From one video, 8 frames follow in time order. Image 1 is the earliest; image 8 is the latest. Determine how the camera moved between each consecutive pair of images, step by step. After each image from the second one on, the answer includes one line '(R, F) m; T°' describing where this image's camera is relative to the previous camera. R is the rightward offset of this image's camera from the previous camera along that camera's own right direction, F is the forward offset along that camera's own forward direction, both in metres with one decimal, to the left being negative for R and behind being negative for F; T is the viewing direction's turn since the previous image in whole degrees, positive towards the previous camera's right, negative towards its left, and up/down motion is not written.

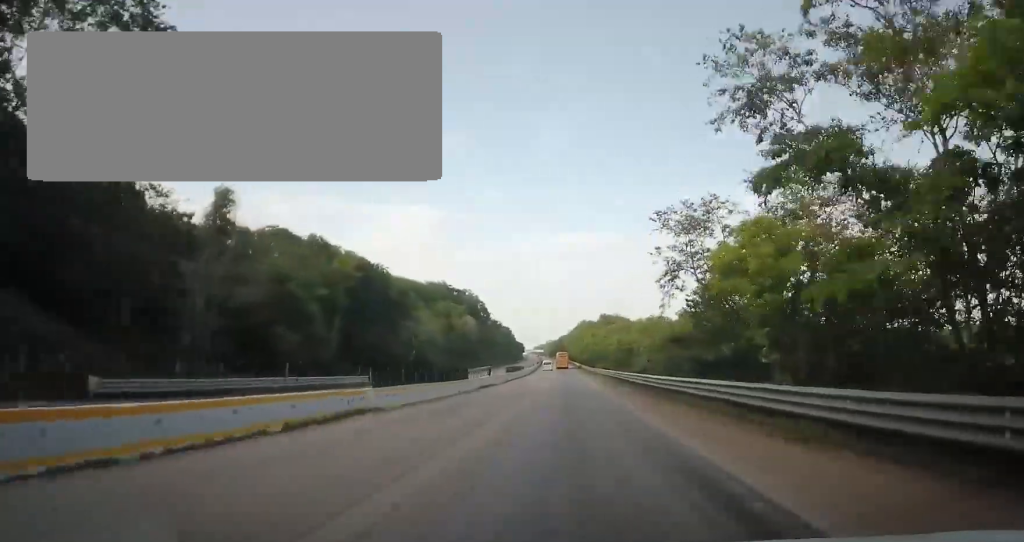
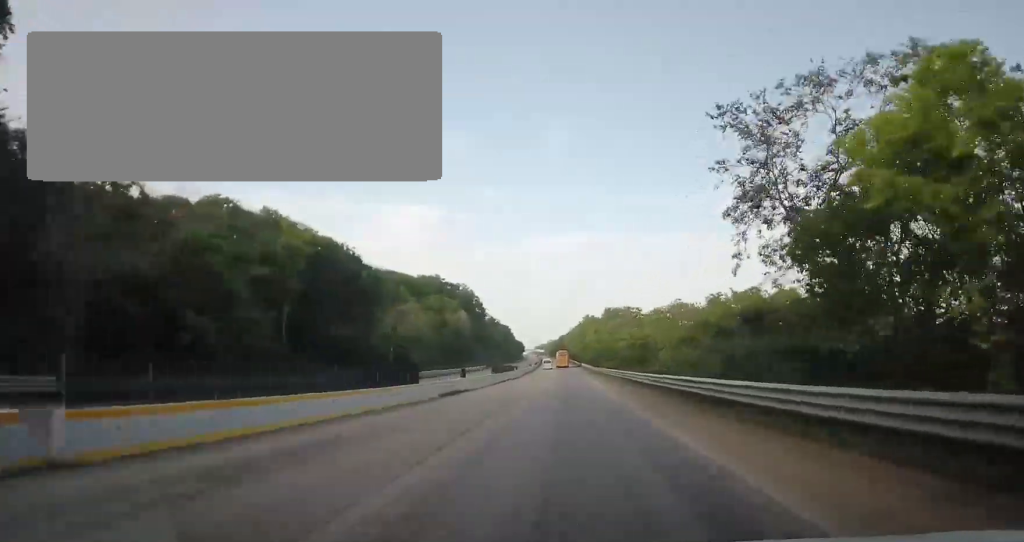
(+0.2, +13.4) m; 0°
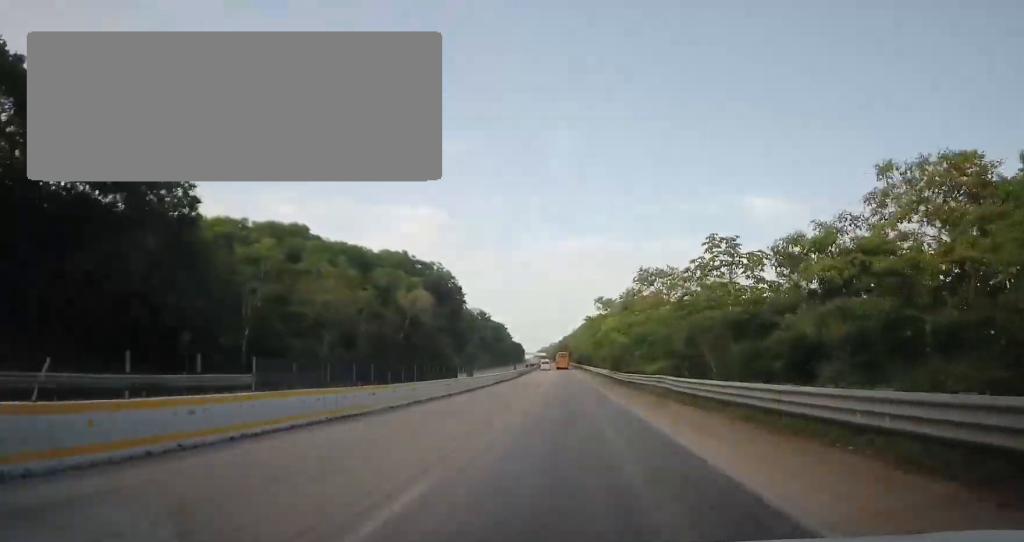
(+0.1, +40.9) m; -1°
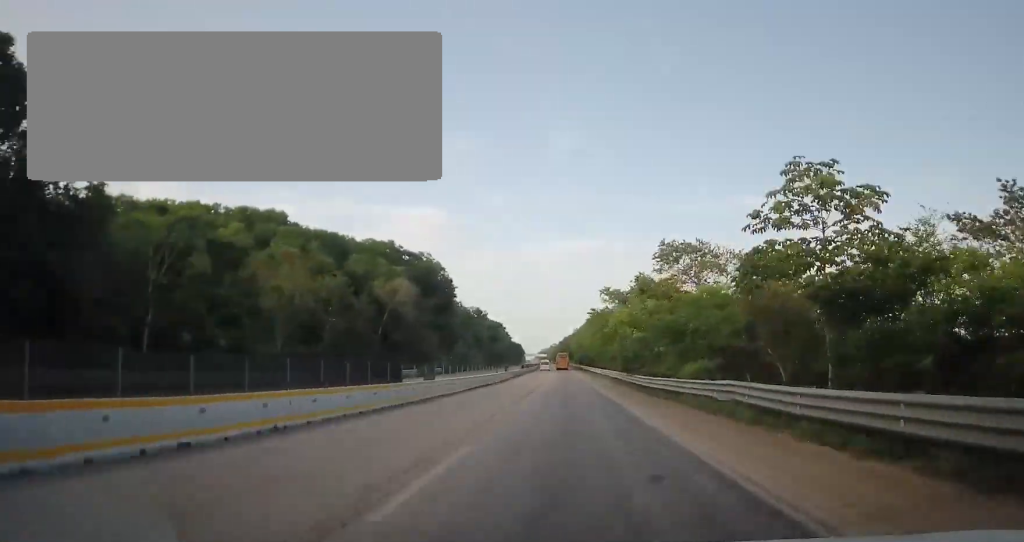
(-0.2, +12.3) m; 0°
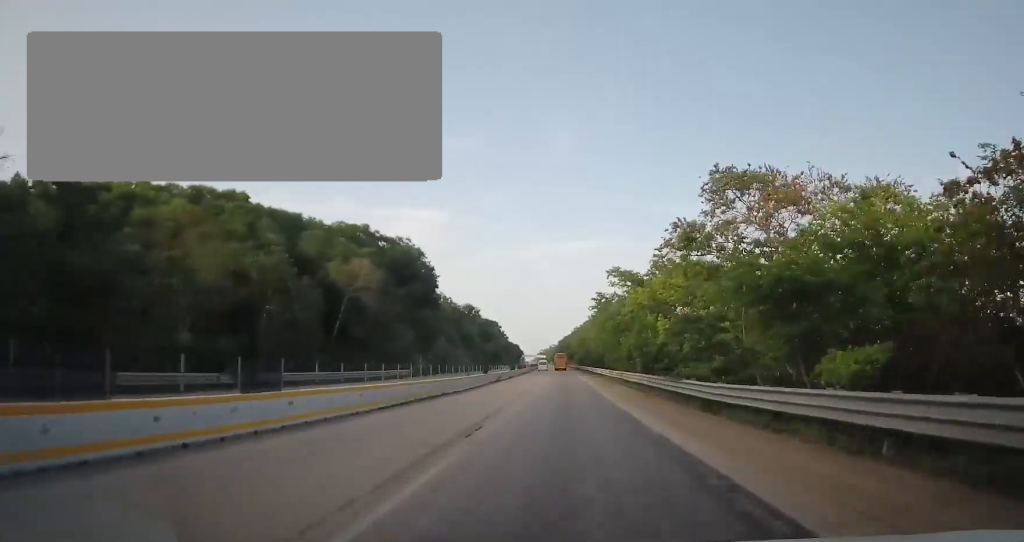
(-0.1, +16.3) m; 0°
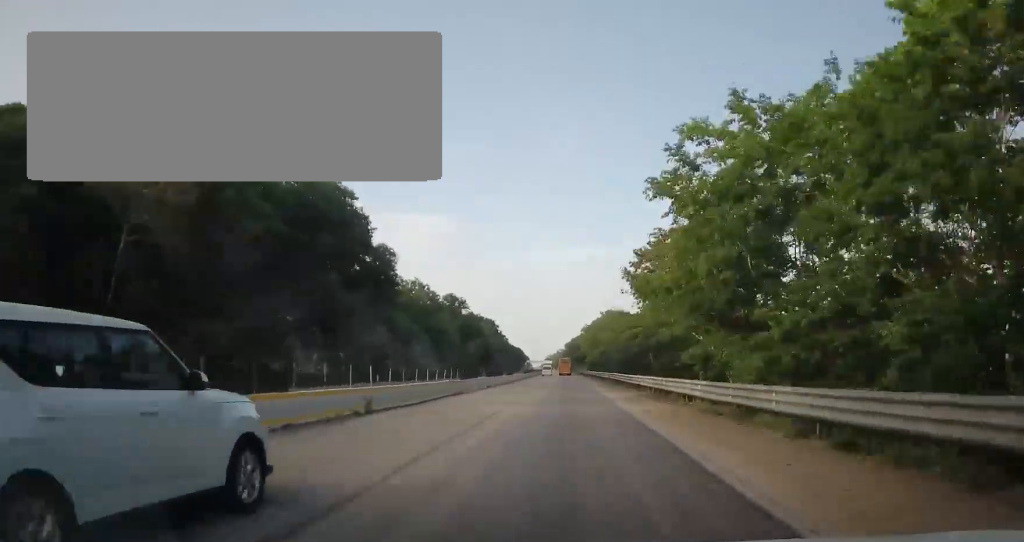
(+0.4, +39.4) m; 0°
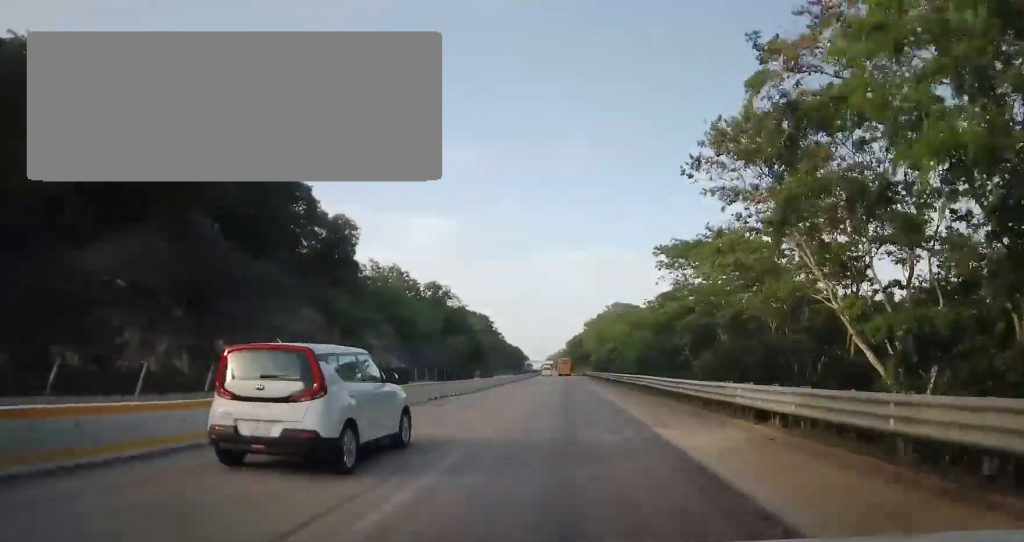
(-0.2, +20.1) m; -1°
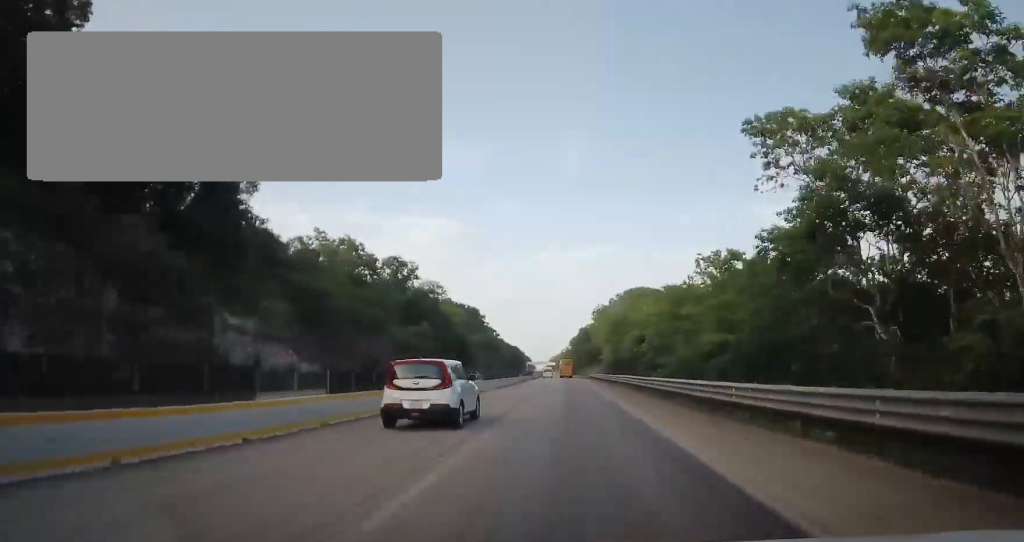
(-0.3, +30.2) m; 0°
